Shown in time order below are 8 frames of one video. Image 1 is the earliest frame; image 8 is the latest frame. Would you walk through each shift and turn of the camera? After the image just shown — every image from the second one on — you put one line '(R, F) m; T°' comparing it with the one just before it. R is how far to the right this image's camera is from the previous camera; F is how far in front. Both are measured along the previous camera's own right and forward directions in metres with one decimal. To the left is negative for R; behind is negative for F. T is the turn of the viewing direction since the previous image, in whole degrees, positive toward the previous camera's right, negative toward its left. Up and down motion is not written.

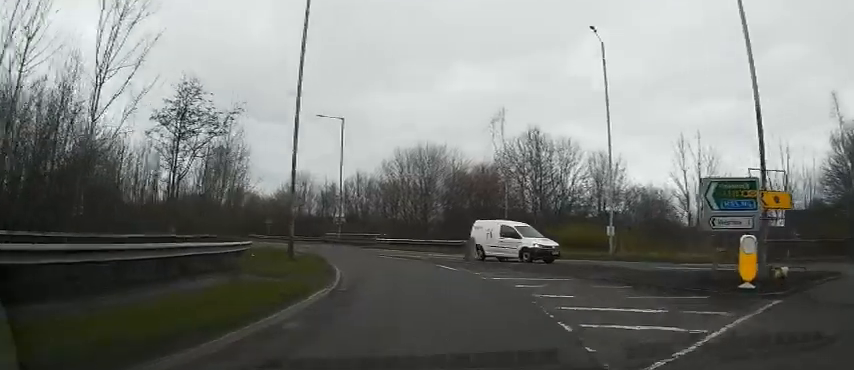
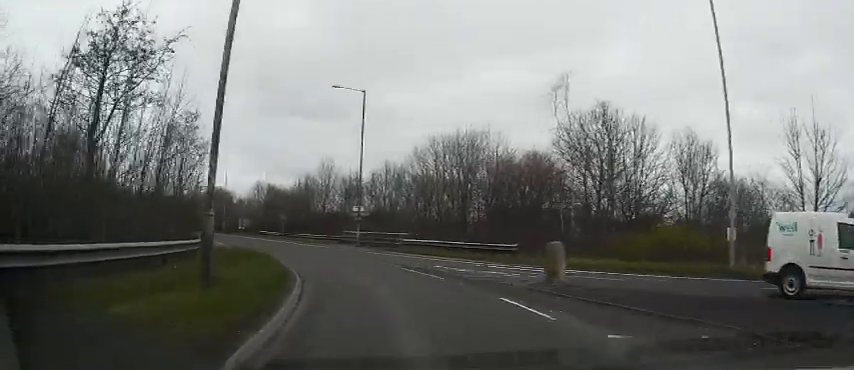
(-0.1, +9.0) m; -3°
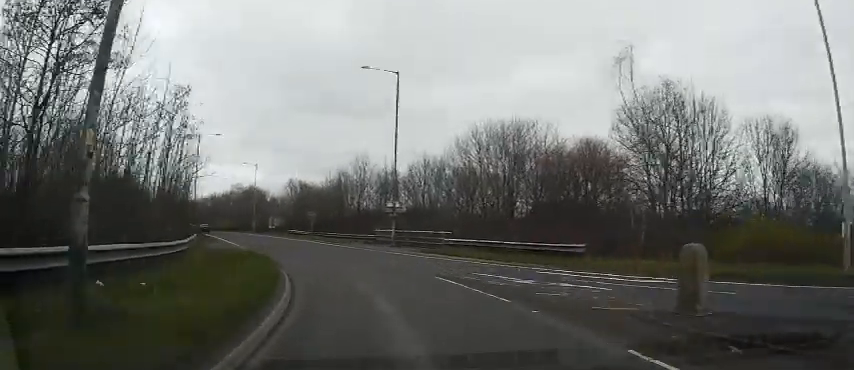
(-0.2, +4.7) m; -2°
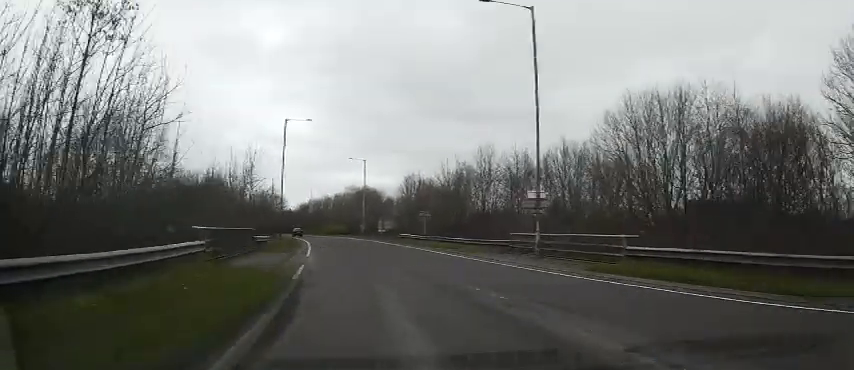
(-0.4, +11.6) m; -10°
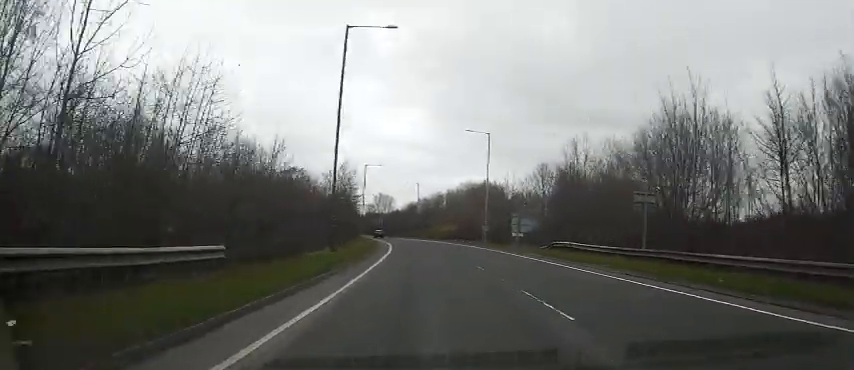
(-5.0, +25.3) m; -16°
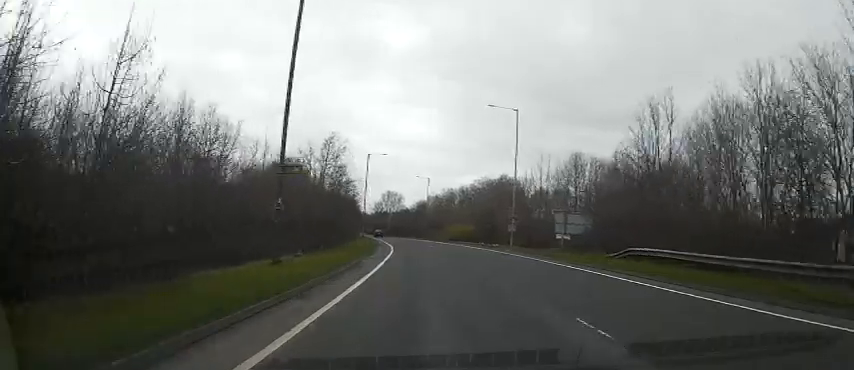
(-0.1, +11.8) m; -2°
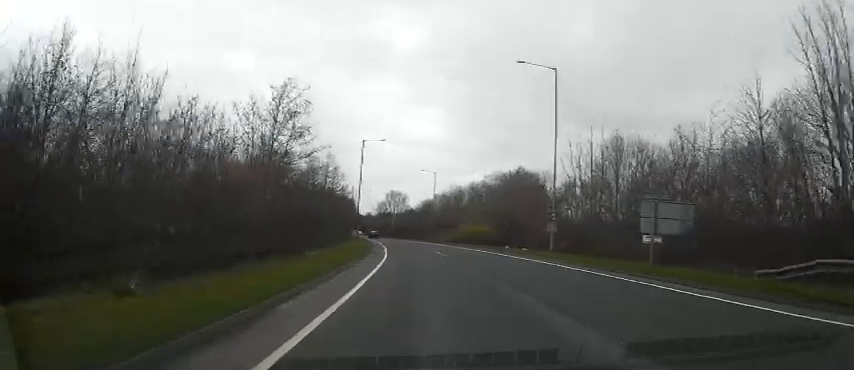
(-0.2, +12.5) m; -1°
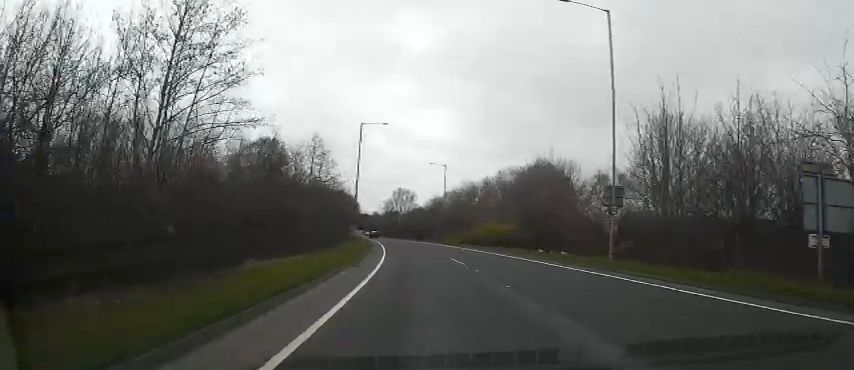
(-0.1, +9.8) m; -1°
